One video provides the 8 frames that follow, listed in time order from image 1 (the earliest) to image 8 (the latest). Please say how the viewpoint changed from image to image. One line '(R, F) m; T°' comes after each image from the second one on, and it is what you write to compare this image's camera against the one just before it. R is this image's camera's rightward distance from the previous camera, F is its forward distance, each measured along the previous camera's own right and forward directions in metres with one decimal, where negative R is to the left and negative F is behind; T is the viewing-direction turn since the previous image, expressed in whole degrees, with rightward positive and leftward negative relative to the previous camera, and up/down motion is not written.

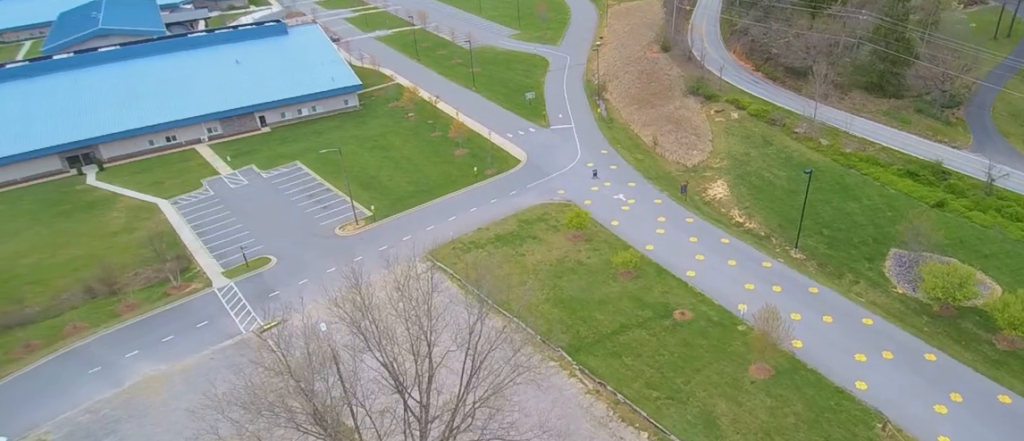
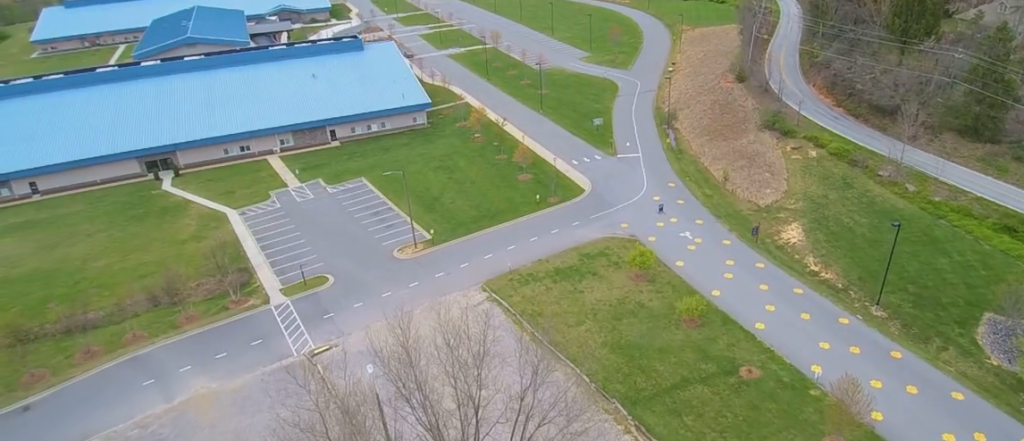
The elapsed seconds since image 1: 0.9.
(-0.5, +3.6) m; -11°
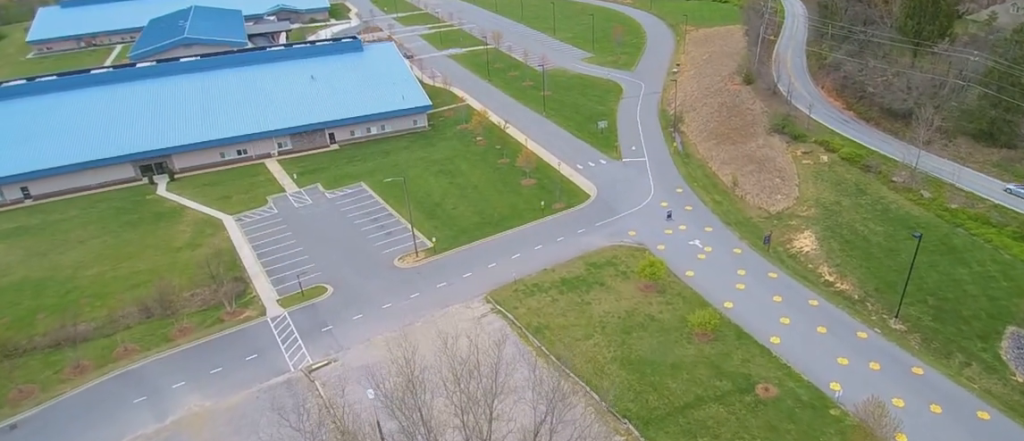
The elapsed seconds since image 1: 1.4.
(-0.1, +2.6) m; -4°
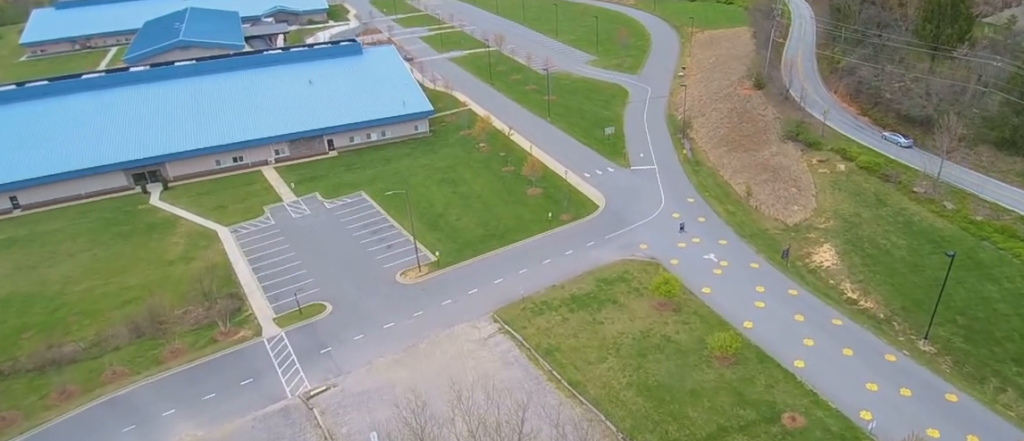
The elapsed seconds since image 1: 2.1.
(-0.1, +3.6) m; -1°
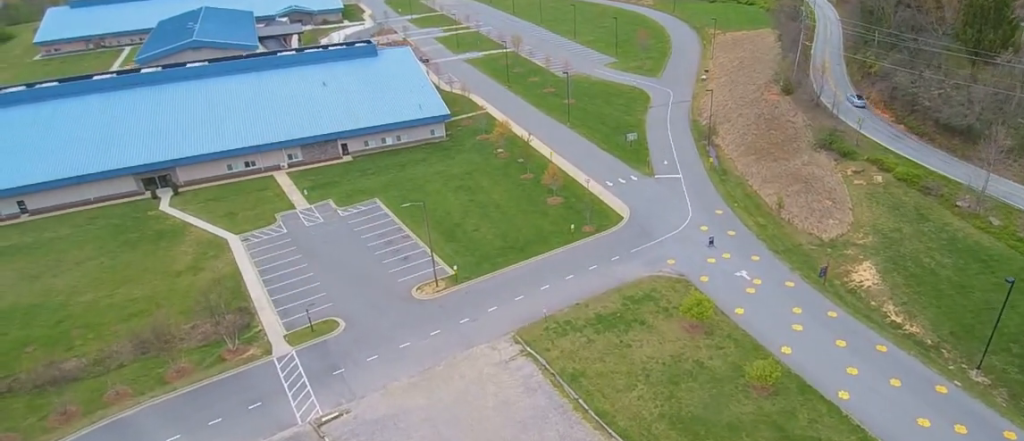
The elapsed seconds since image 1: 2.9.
(0.0, +3.7) m; -1°
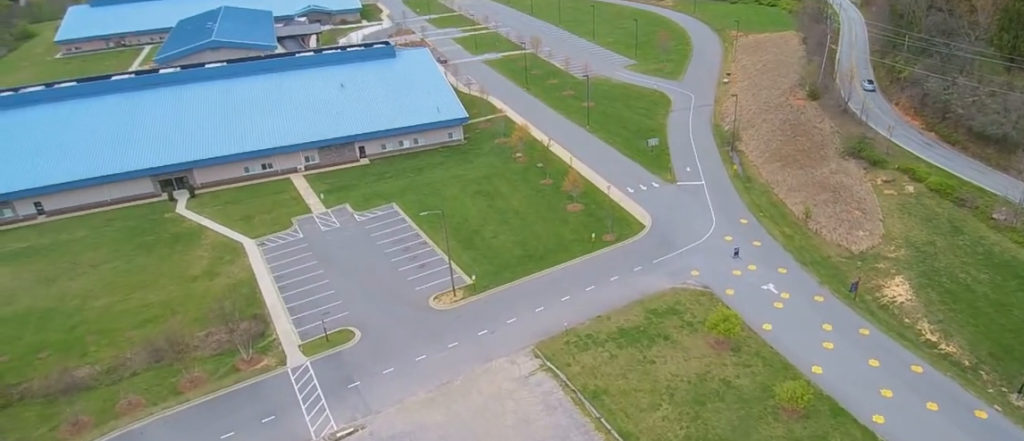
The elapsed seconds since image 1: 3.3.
(+0.1, +2.0) m; -1°
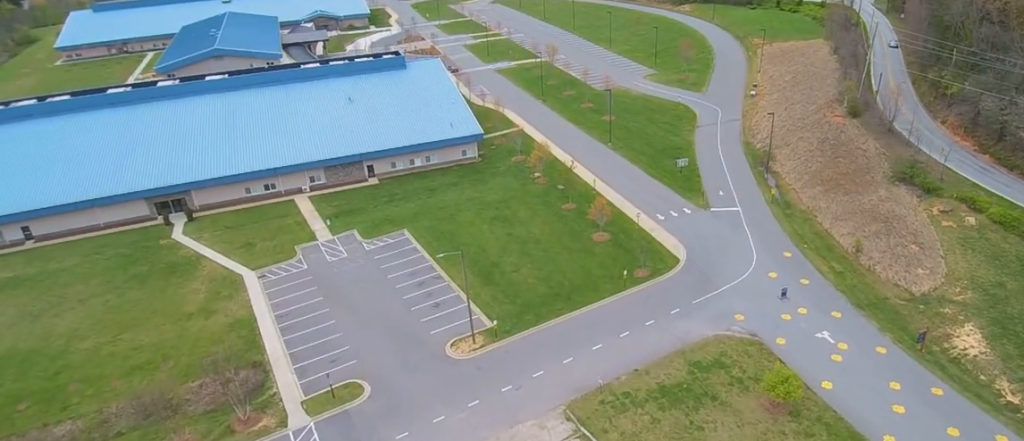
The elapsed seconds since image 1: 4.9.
(-0.4, +7.4) m; -6°
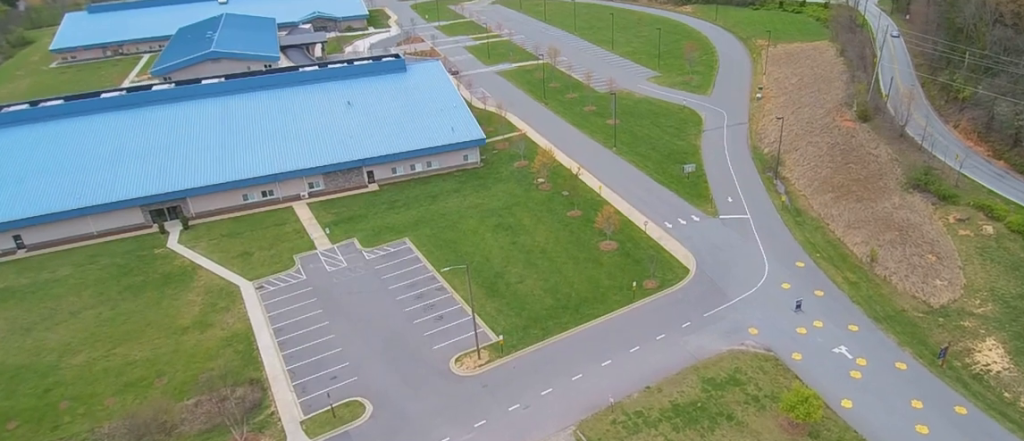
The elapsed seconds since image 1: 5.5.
(0.0, +2.0) m; -1°
